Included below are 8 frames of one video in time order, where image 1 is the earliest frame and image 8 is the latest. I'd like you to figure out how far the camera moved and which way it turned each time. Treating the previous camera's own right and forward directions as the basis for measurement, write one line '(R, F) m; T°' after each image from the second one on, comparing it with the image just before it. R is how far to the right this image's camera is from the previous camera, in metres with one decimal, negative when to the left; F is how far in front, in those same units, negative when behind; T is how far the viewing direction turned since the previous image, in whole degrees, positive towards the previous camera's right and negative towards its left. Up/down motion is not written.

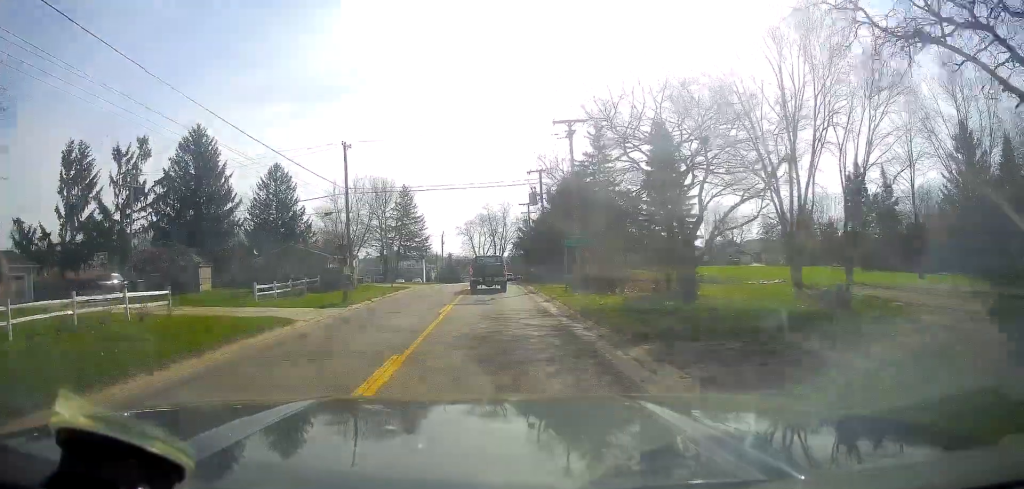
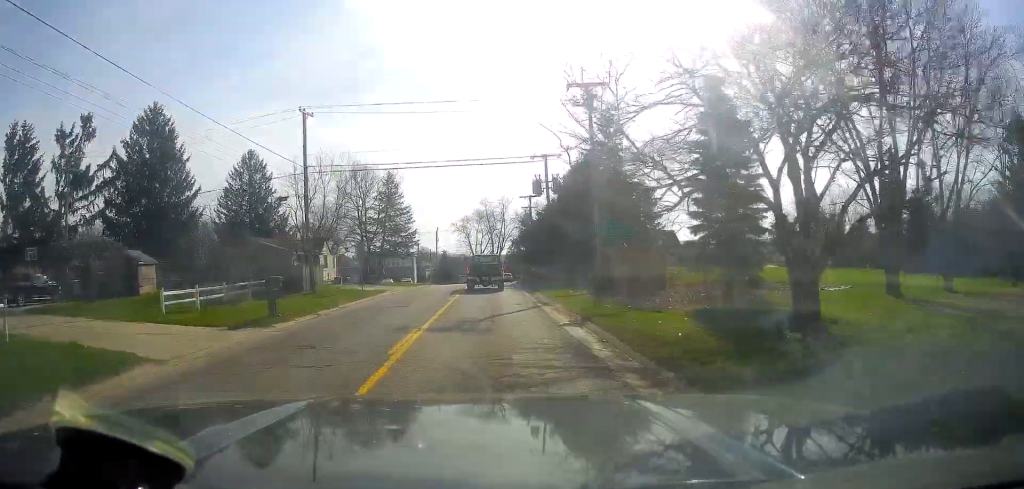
(0.0, +9.0) m; 0°
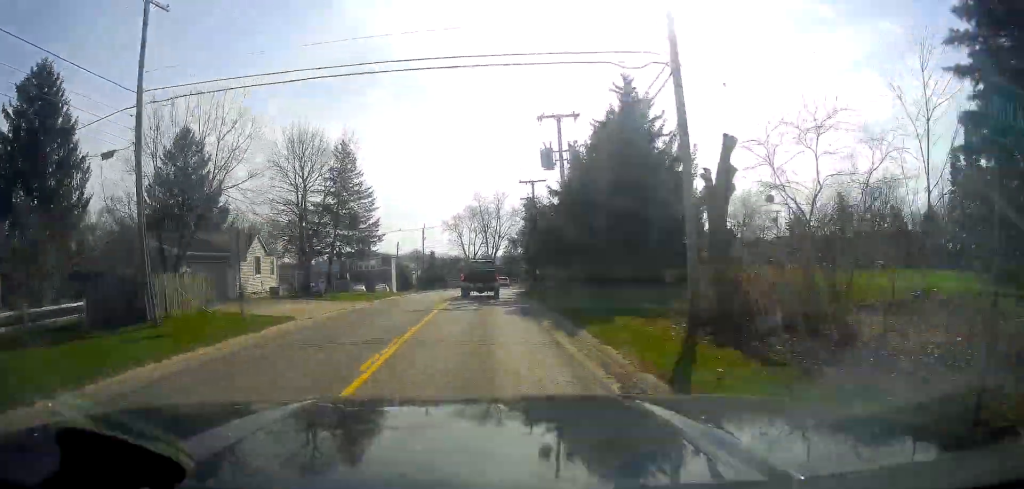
(-0.2, +16.1) m; +2°
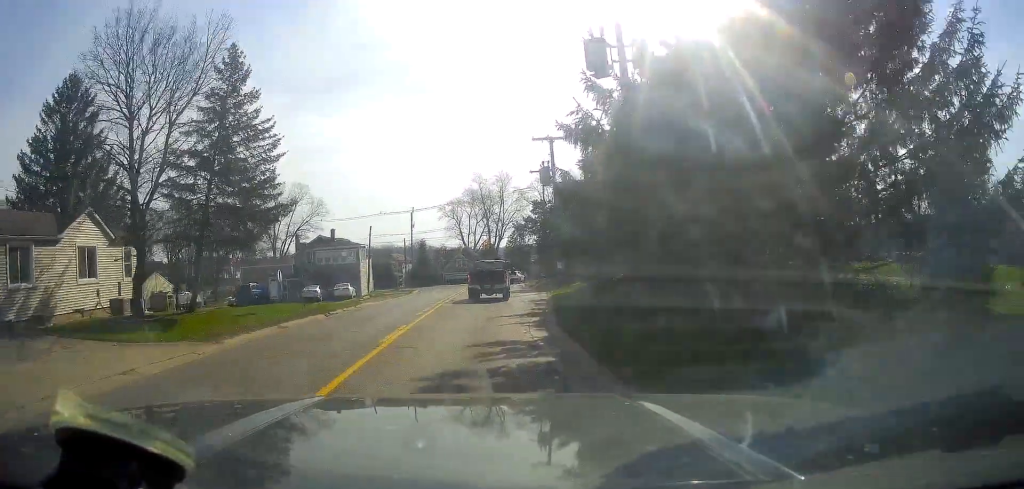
(+1.0, +19.8) m; +1°
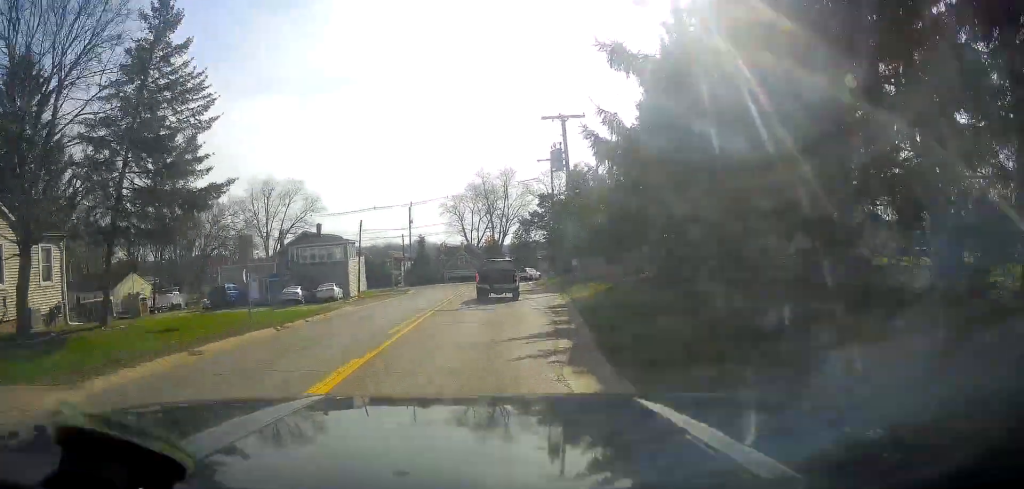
(-0.2, +6.2) m; 0°
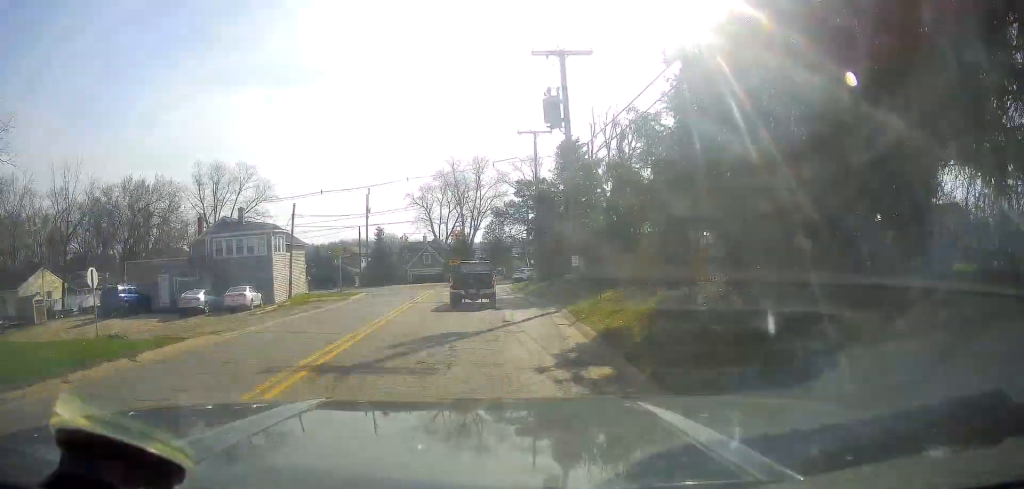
(-0.5, +12.0) m; +1°
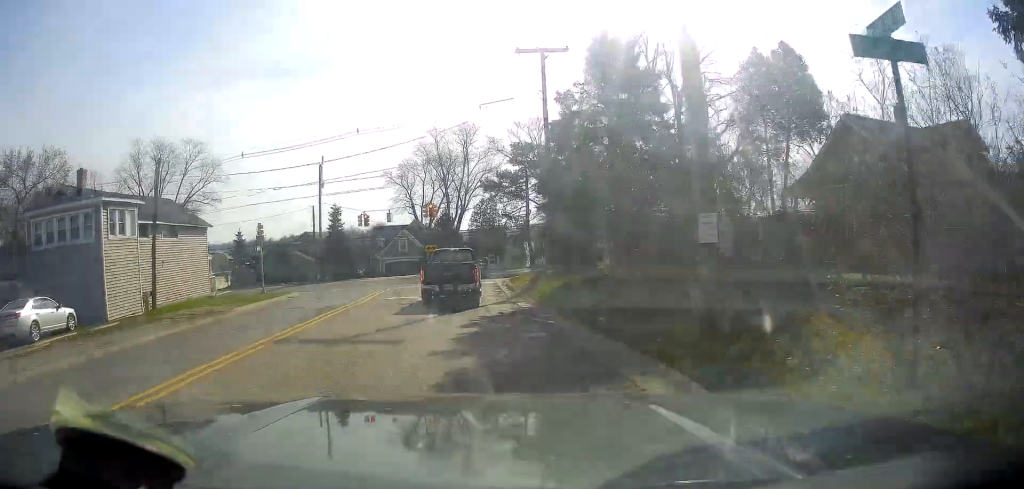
(+1.3, +18.5) m; +4°
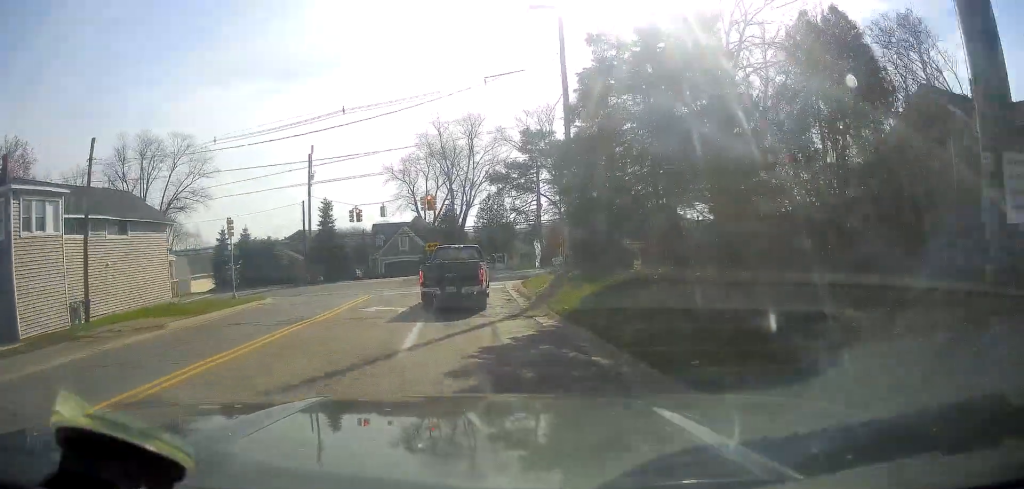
(0.0, +5.8) m; 0°
